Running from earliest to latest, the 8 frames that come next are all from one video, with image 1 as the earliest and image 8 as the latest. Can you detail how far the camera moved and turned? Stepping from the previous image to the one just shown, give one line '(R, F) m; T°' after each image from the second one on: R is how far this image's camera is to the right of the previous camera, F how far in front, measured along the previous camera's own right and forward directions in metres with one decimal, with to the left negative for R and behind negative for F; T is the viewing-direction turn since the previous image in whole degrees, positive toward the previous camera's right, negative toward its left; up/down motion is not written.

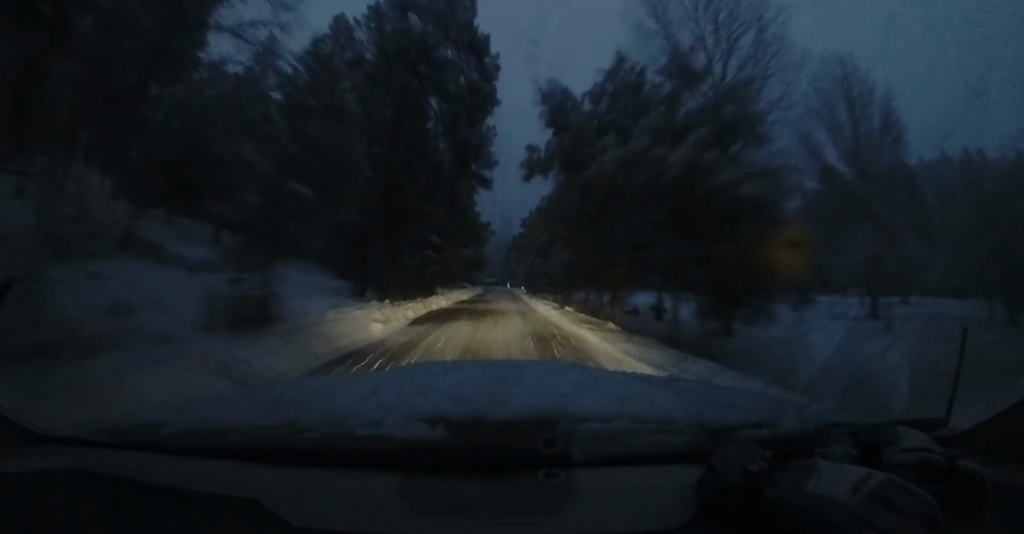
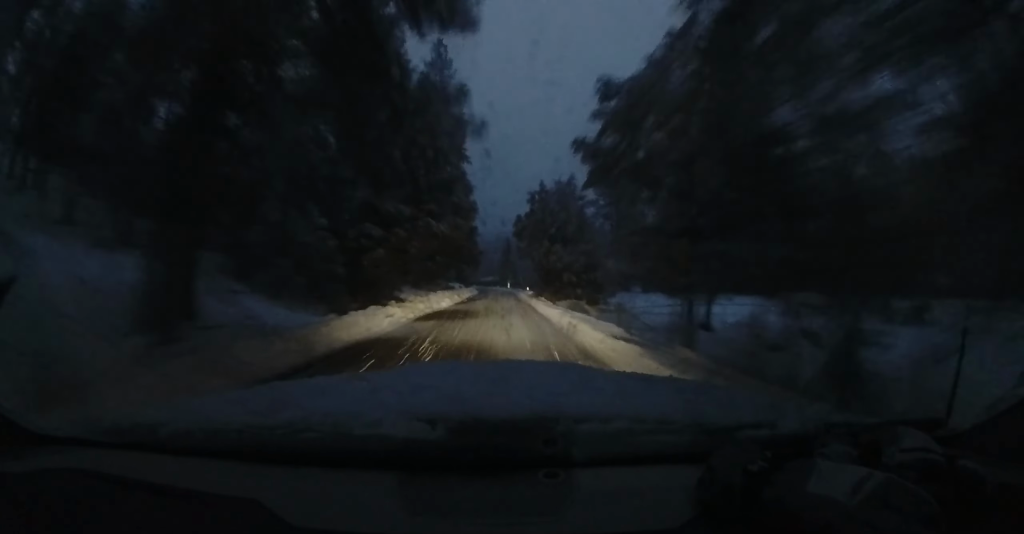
(0.0, +13.0) m; 0°
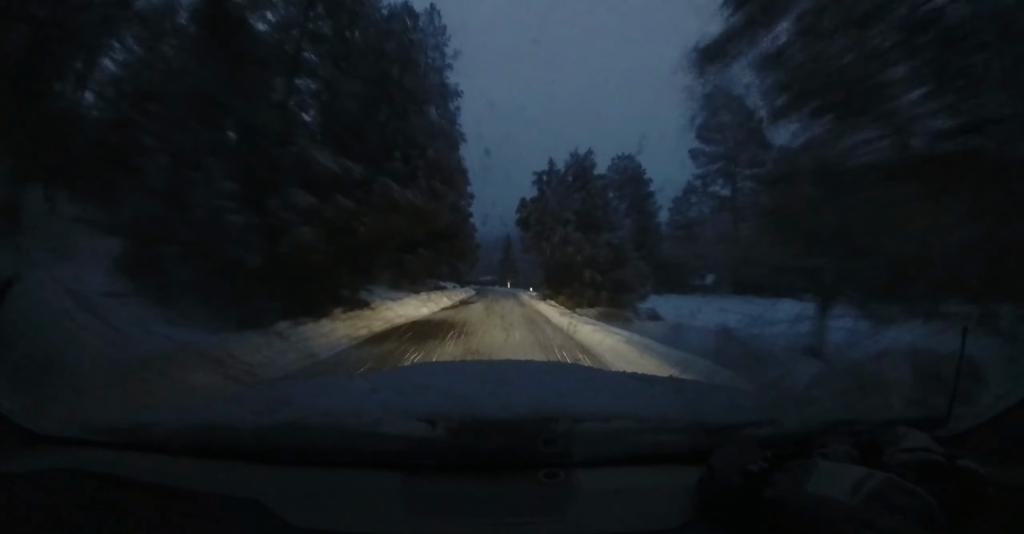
(0.0, +5.9) m; 0°
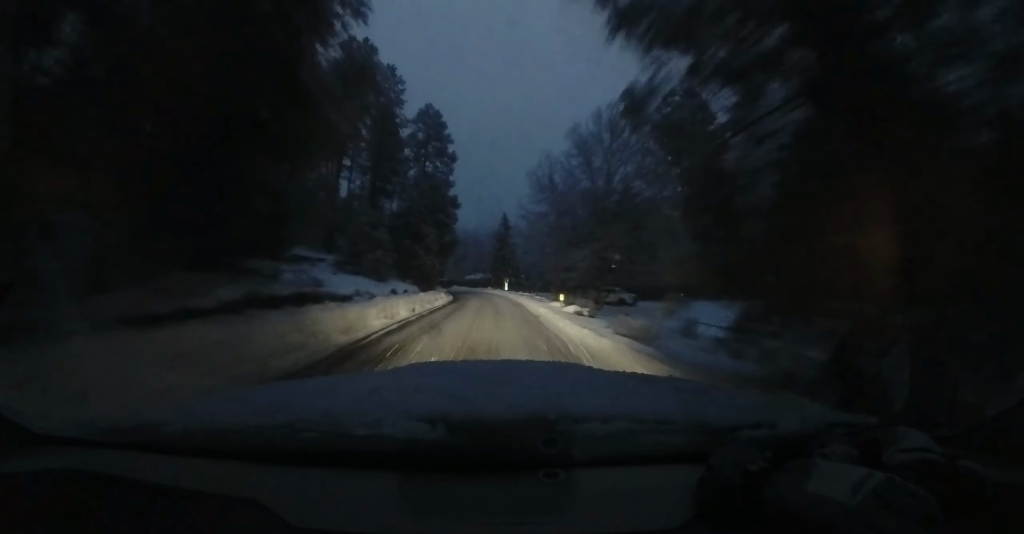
(-0.1, +23.3) m; -1°
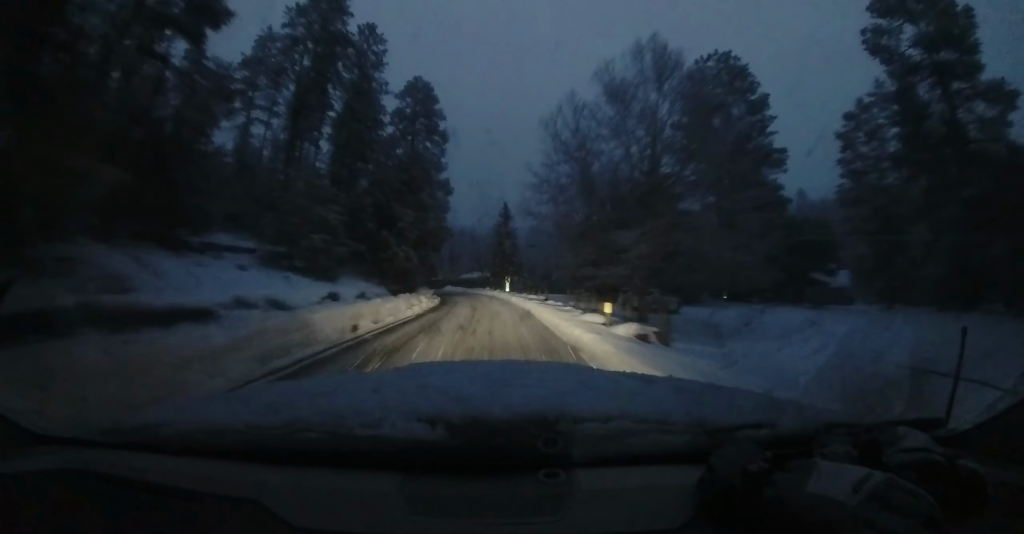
(0.0, +8.0) m; -2°
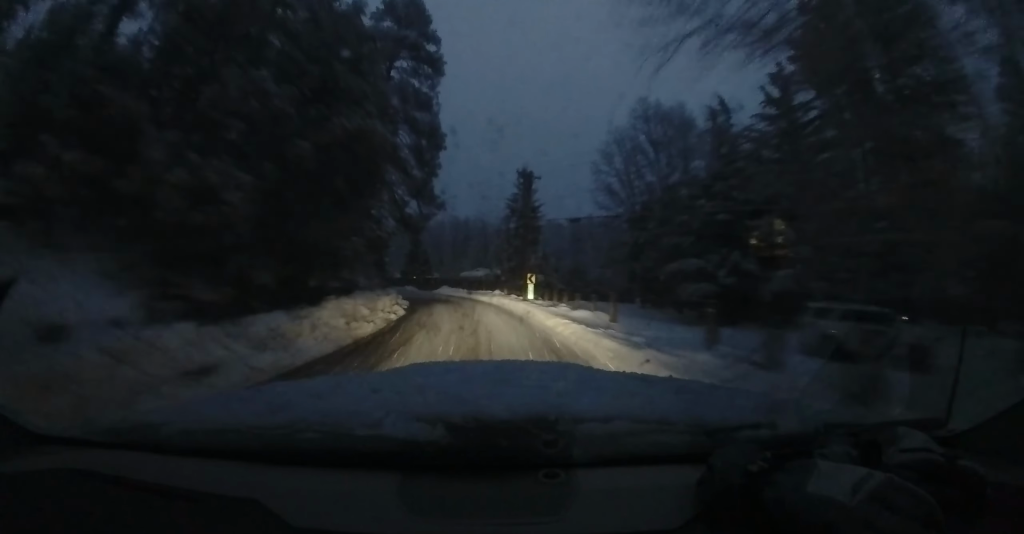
(-0.5, +15.9) m; -2°
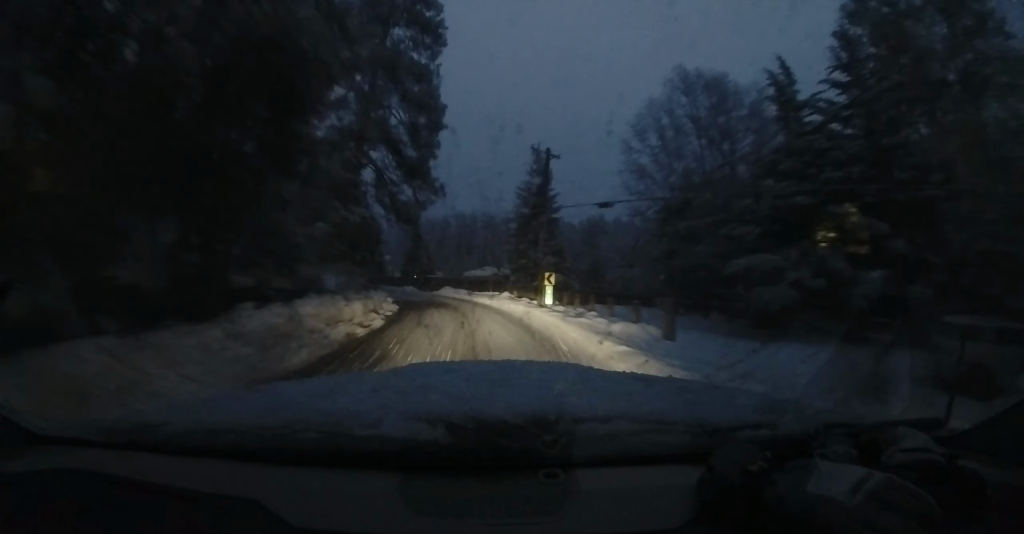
(0.0, +4.8) m; 0°
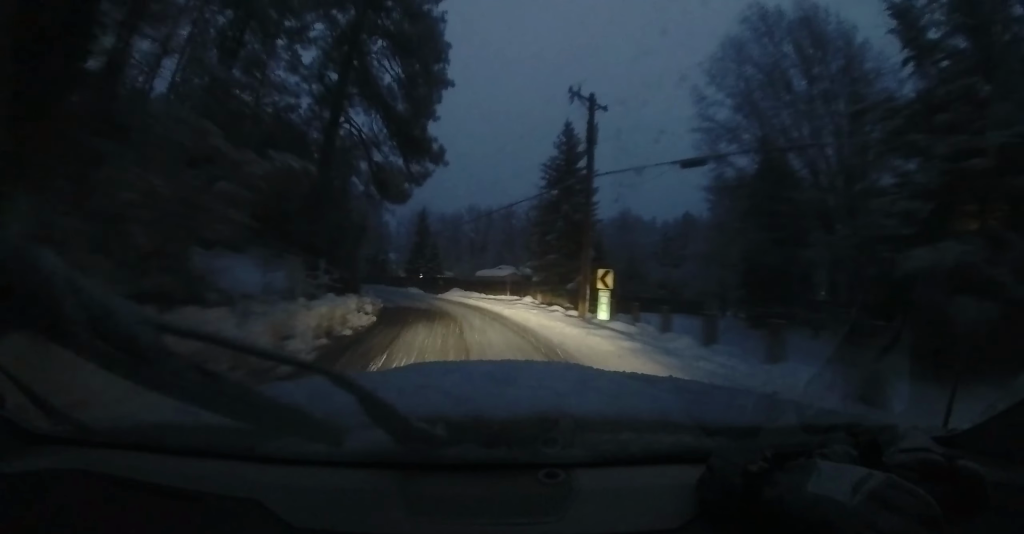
(0.0, +6.5) m; 0°
